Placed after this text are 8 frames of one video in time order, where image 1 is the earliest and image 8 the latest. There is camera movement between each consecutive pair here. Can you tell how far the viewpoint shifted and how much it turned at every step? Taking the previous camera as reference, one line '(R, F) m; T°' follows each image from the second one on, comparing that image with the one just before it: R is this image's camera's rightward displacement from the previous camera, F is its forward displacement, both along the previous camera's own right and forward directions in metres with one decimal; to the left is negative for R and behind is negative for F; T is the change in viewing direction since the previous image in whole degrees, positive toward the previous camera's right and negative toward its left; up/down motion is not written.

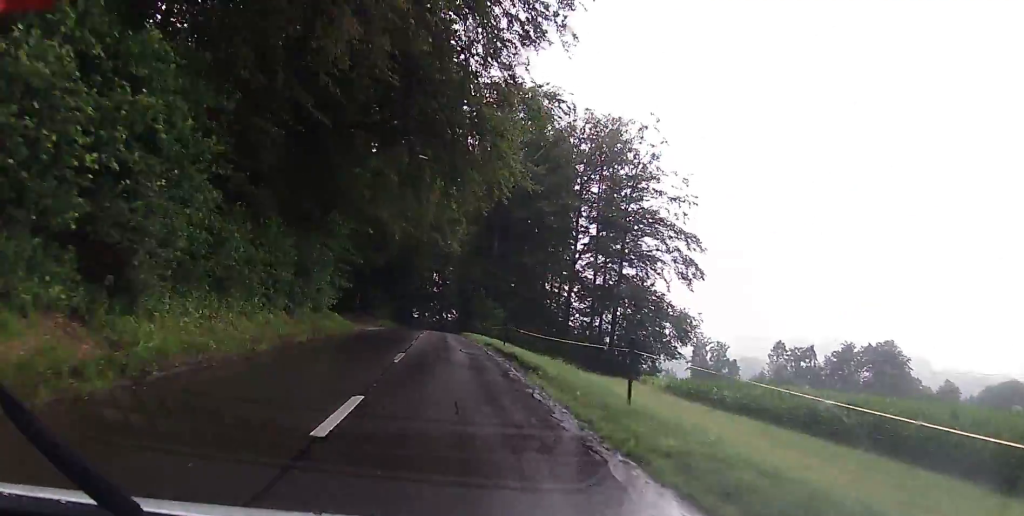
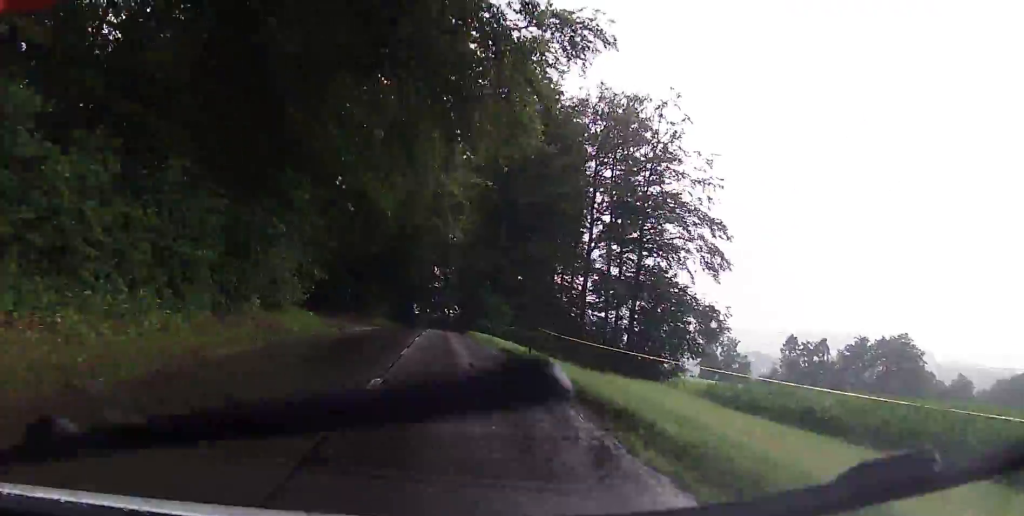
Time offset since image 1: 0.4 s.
(0.0, +7.4) m; 0°
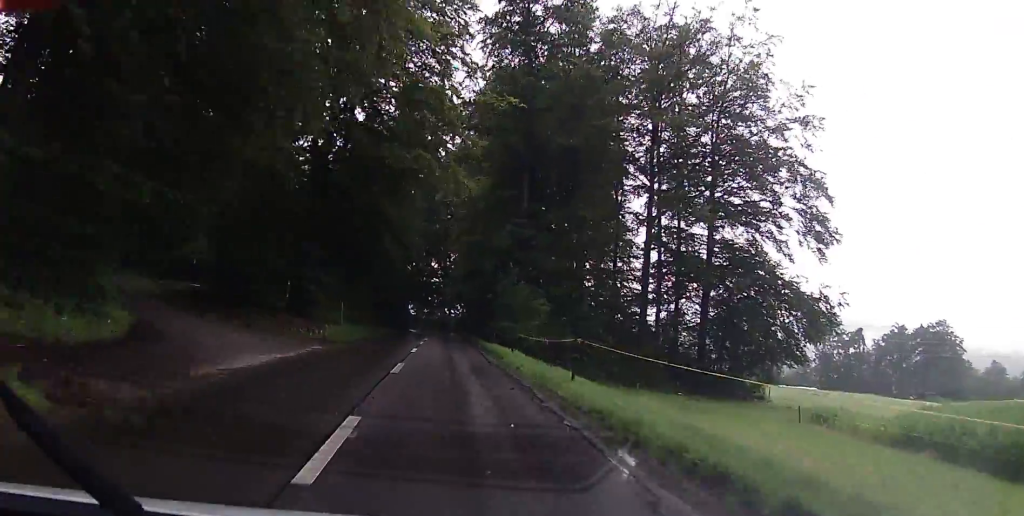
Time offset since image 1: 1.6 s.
(0.0, +21.3) m; 0°
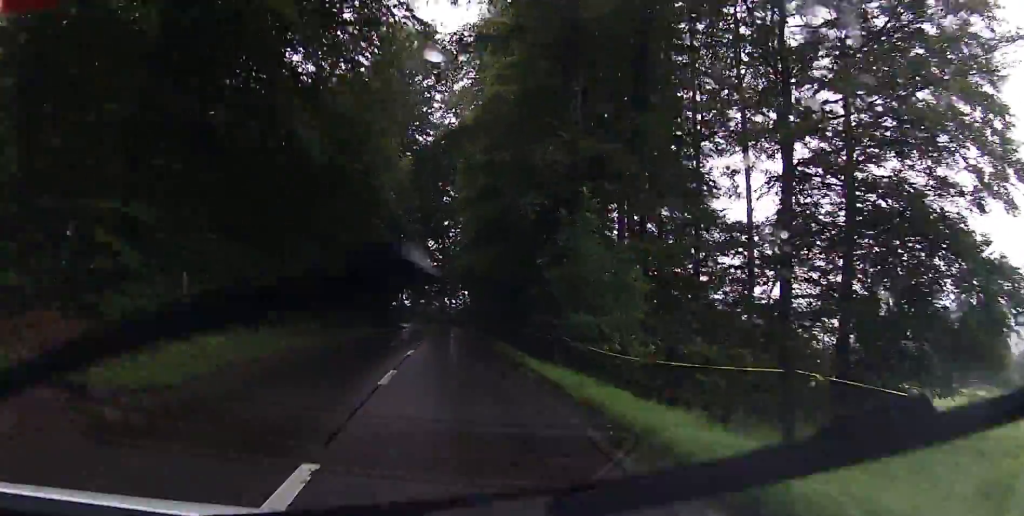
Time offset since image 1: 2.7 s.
(0.0, +20.3) m; 0°
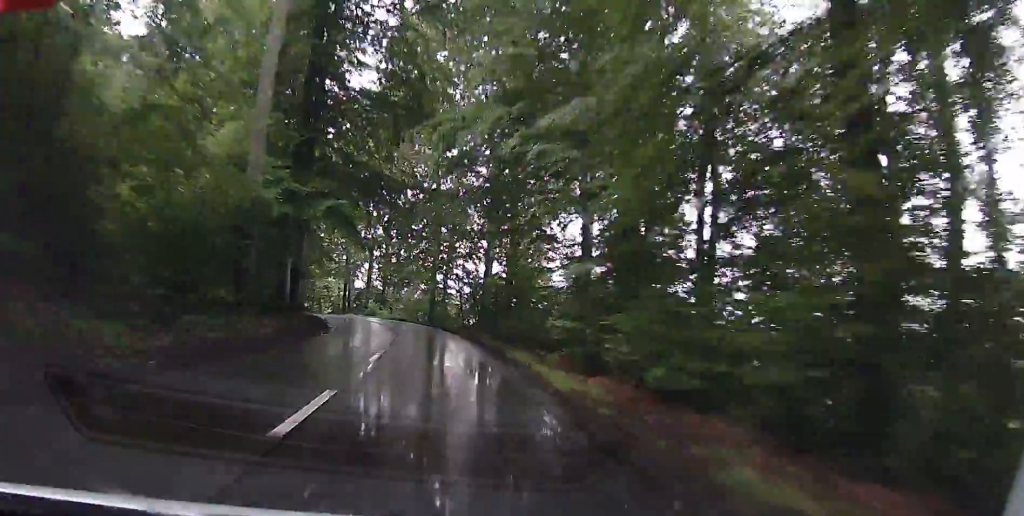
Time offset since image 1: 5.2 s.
(+0.2, +49.4) m; 0°
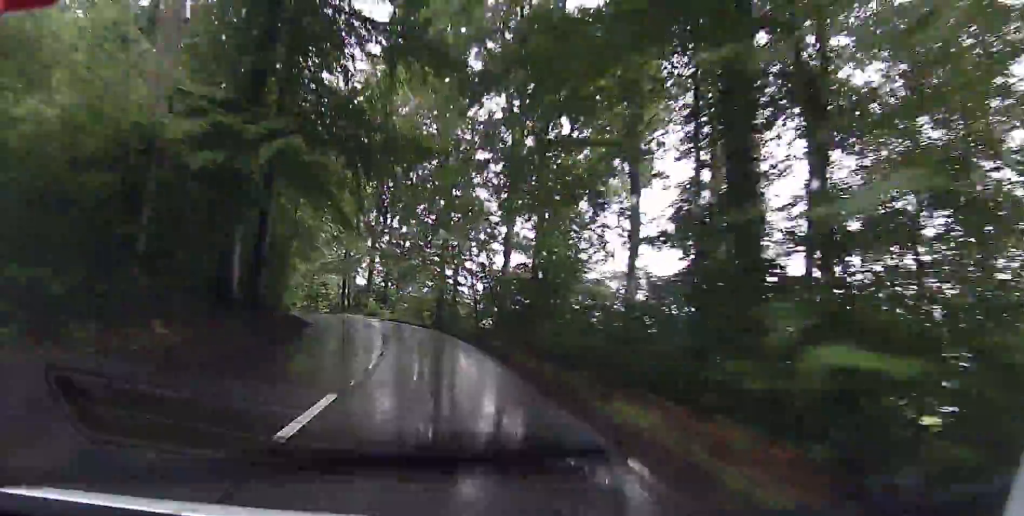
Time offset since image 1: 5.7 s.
(0.0, +9.1) m; -1°
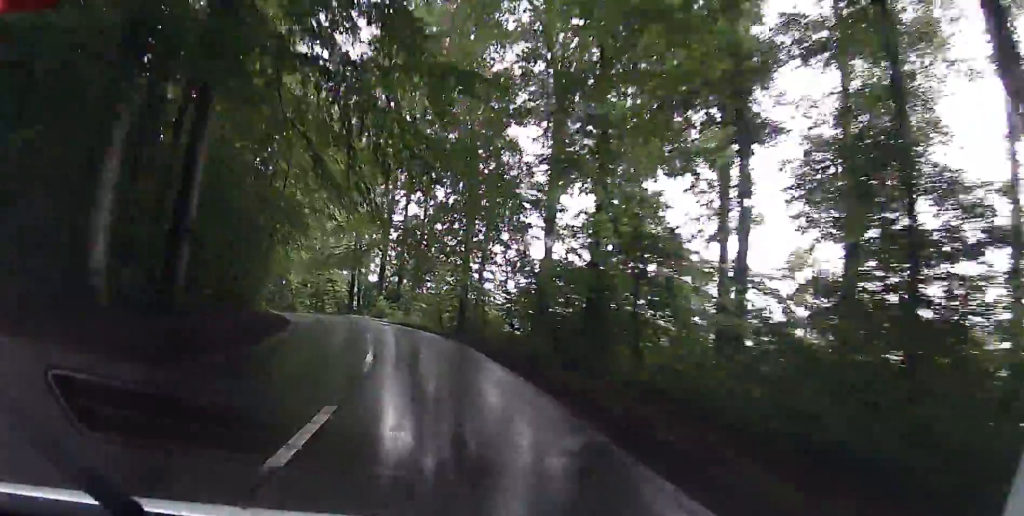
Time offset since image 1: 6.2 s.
(+0.1, +10.4) m; -1°
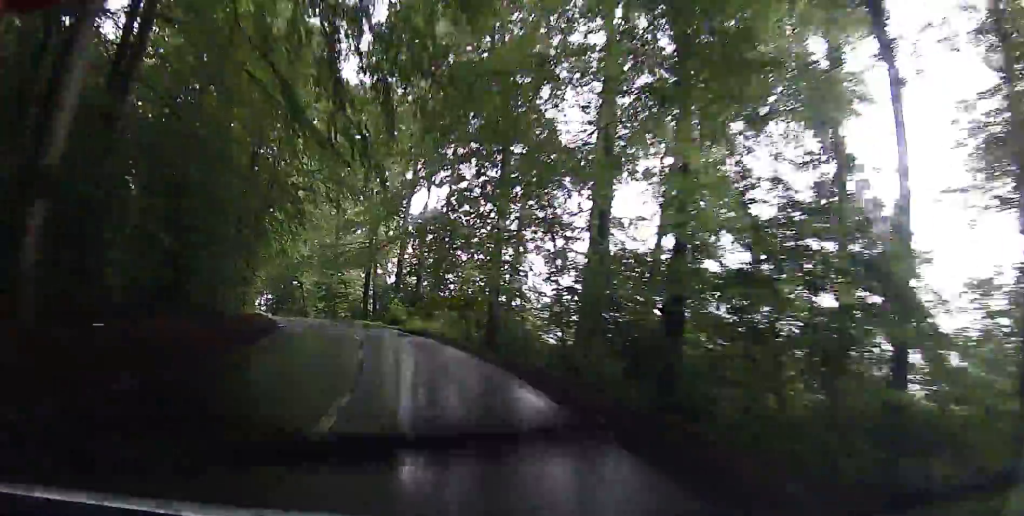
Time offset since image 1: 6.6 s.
(-0.2, +7.7) m; -2°
